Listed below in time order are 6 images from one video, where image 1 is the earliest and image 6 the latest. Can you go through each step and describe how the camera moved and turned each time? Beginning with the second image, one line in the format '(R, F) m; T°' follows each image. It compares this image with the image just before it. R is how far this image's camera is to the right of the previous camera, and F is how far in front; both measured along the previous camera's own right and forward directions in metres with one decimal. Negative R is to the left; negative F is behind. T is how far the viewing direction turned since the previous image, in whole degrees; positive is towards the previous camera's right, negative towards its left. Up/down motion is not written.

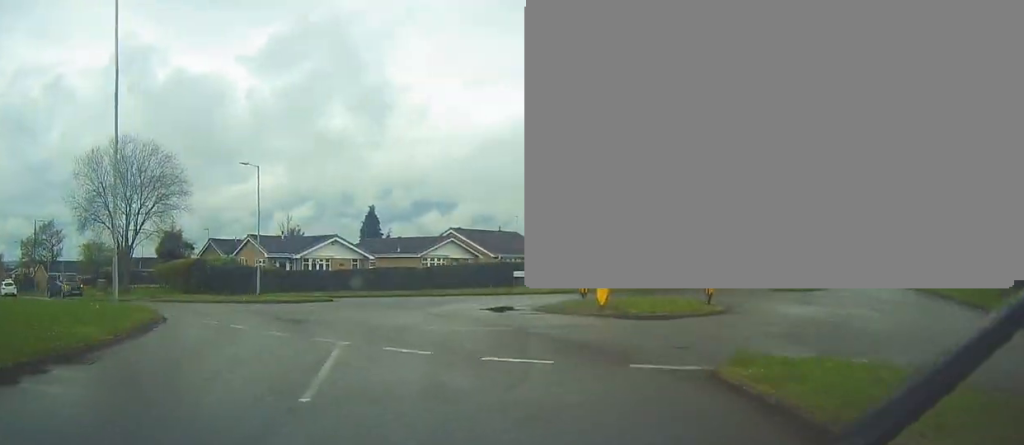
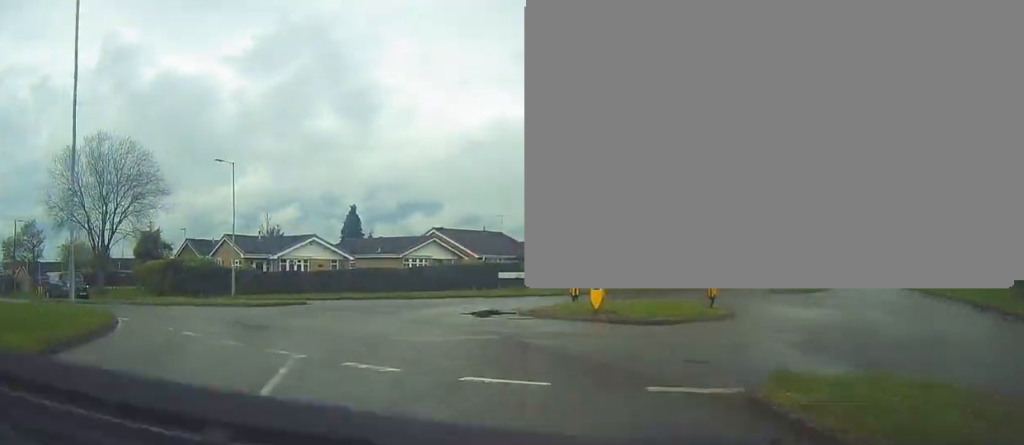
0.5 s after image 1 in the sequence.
(0.0, +2.0) m; -1°
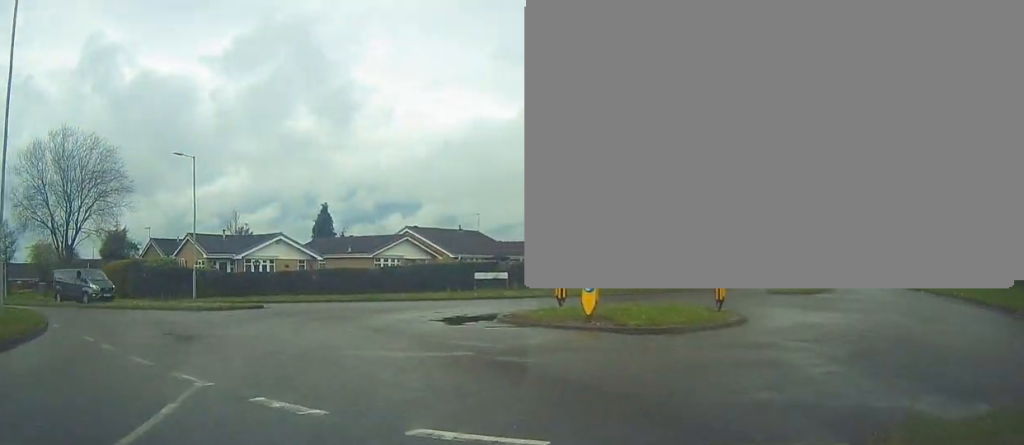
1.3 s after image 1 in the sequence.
(0.0, +3.2) m; +1°
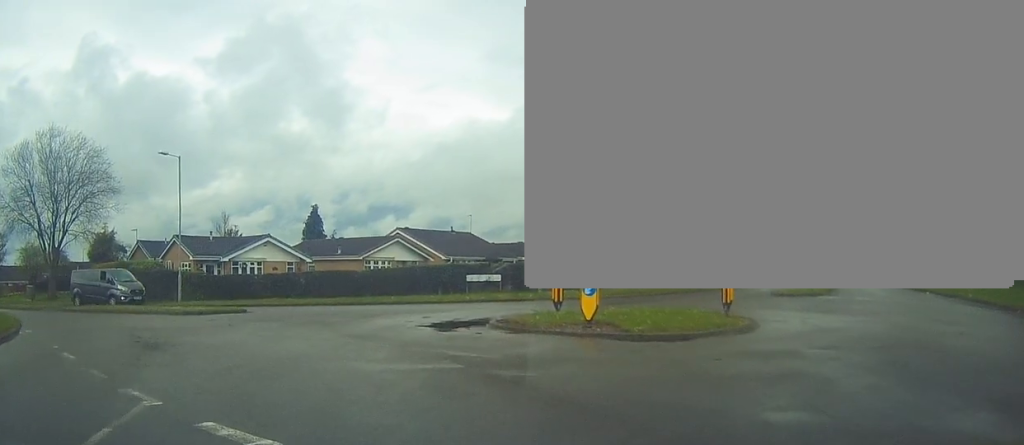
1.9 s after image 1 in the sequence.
(-0.1, +1.6) m; +3°
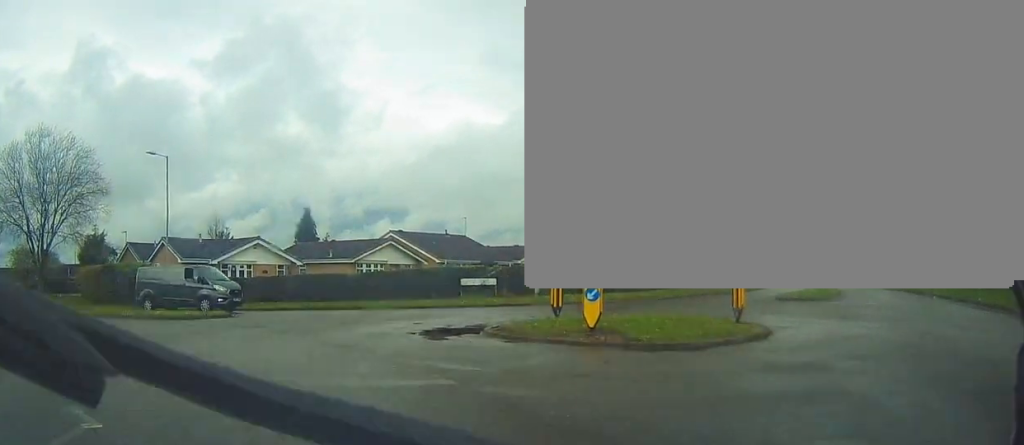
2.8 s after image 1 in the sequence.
(+0.2, +1.6) m; 0°
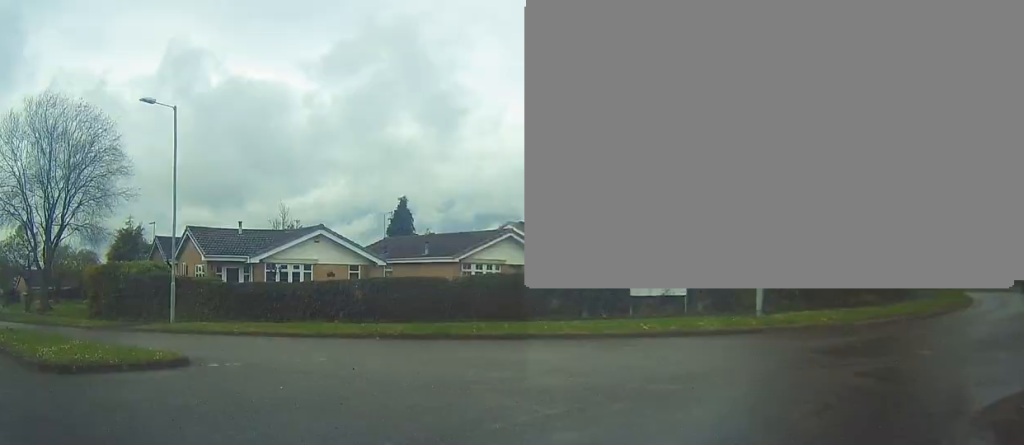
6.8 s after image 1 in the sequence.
(-2.1, +11.3) m; -5°
